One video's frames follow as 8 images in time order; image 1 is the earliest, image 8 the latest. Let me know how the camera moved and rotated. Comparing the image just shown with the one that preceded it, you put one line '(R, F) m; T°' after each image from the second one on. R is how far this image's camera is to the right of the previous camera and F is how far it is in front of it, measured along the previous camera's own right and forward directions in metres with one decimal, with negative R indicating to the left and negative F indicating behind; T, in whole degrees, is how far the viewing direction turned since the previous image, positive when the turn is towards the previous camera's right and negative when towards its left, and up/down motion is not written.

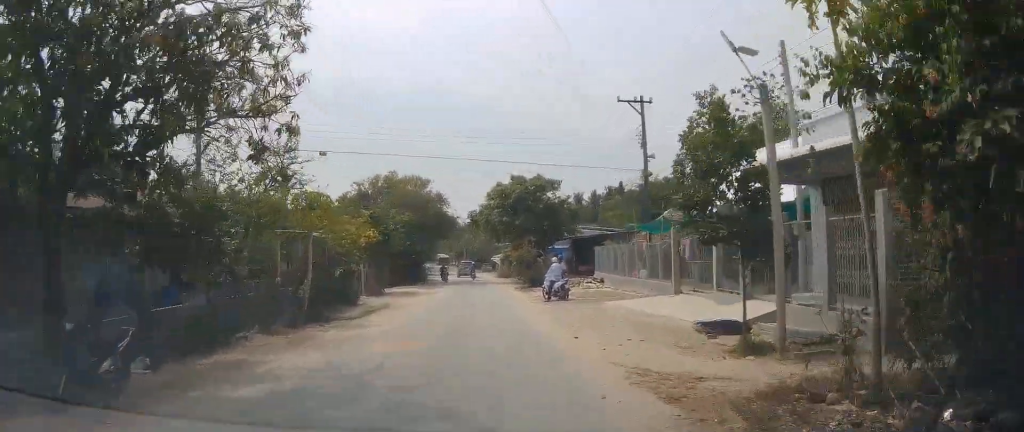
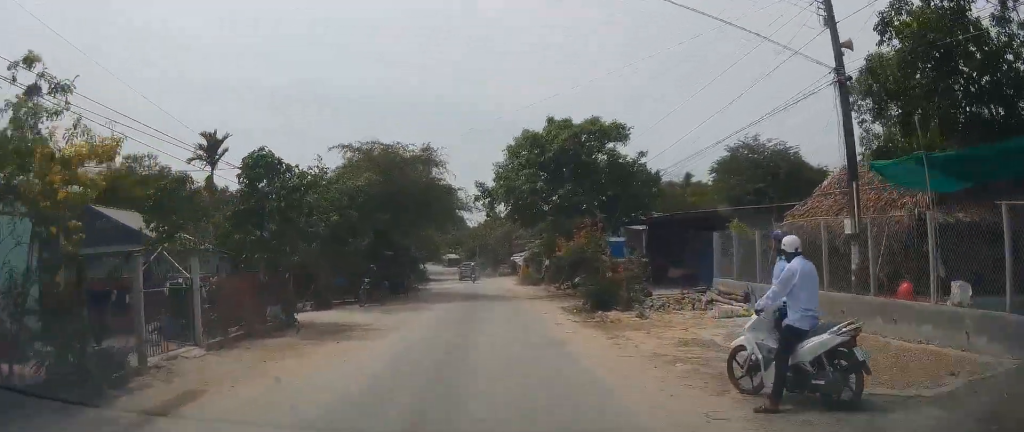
(-0.3, +19.3) m; 0°
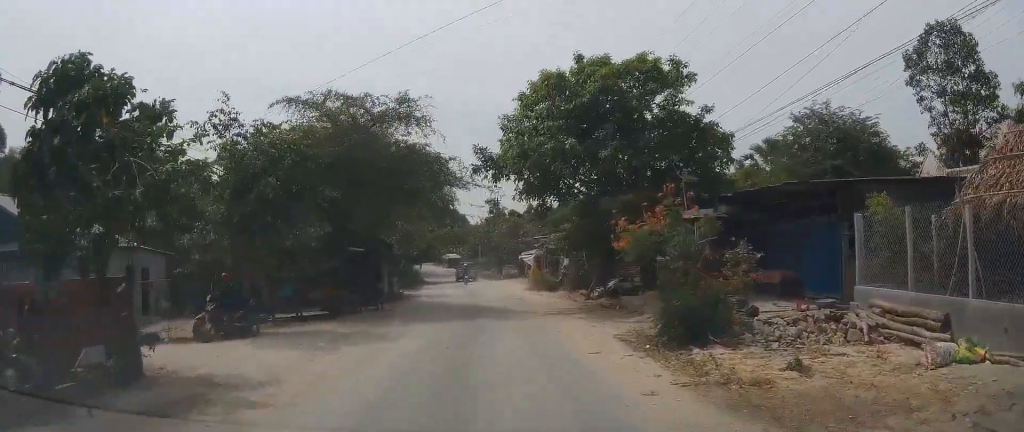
(+0.1, +8.4) m; 0°
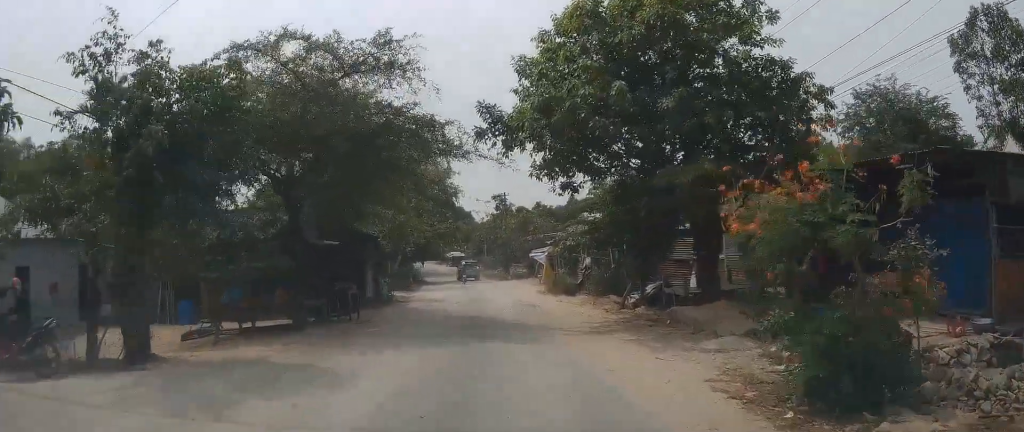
(+0.1, +5.0) m; -2°
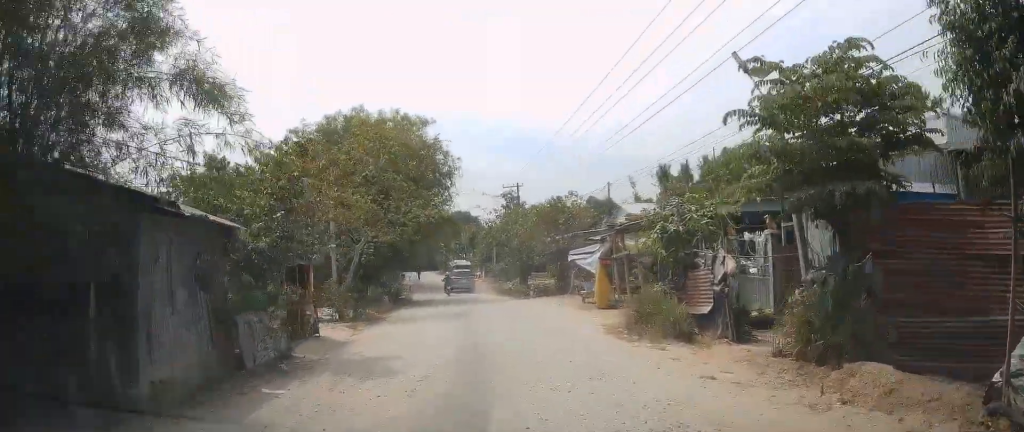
(-0.3, +15.4) m; 0°
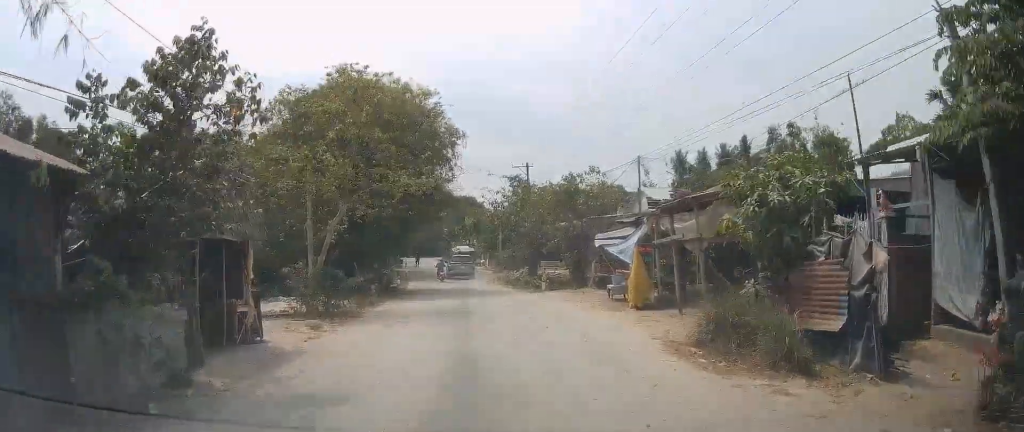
(+0.2, +4.7) m; +1°
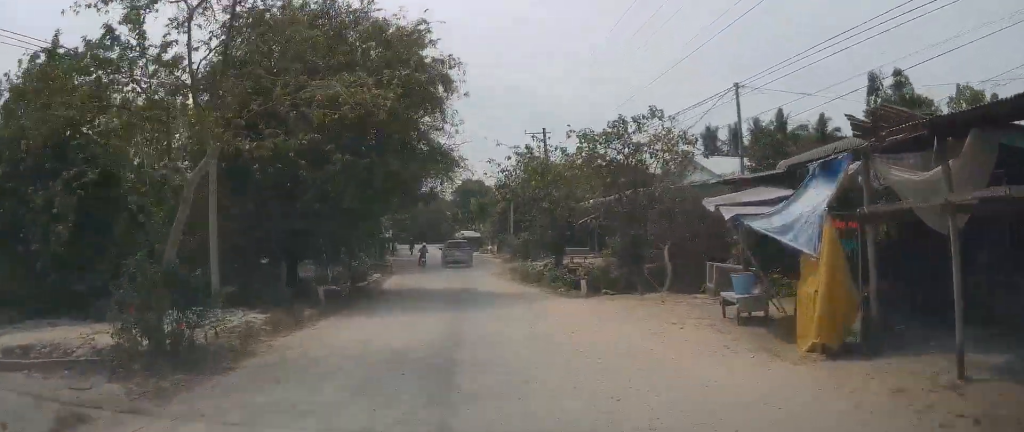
(-0.3, +10.5) m; -3°
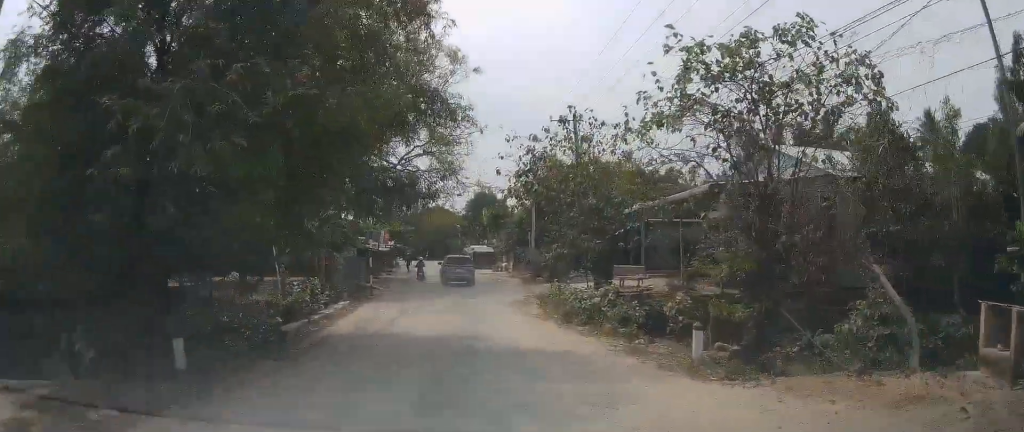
(-0.2, +9.7) m; +2°
